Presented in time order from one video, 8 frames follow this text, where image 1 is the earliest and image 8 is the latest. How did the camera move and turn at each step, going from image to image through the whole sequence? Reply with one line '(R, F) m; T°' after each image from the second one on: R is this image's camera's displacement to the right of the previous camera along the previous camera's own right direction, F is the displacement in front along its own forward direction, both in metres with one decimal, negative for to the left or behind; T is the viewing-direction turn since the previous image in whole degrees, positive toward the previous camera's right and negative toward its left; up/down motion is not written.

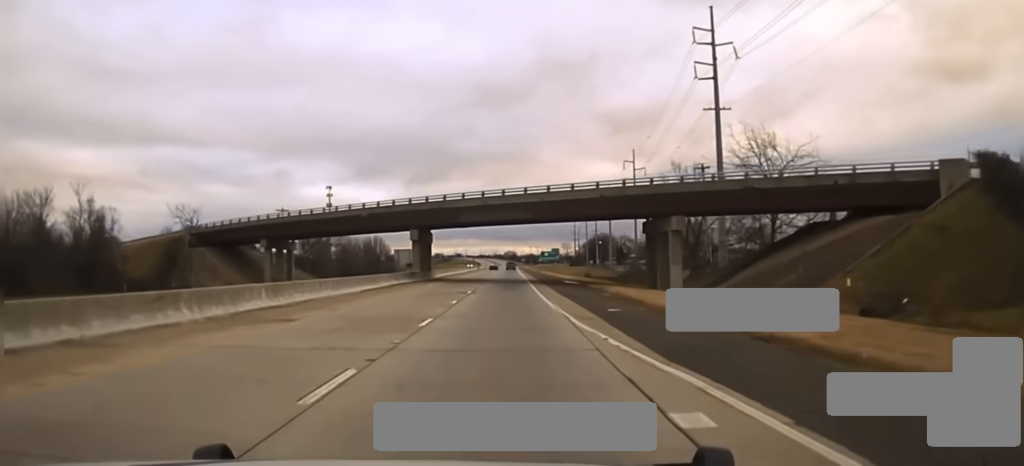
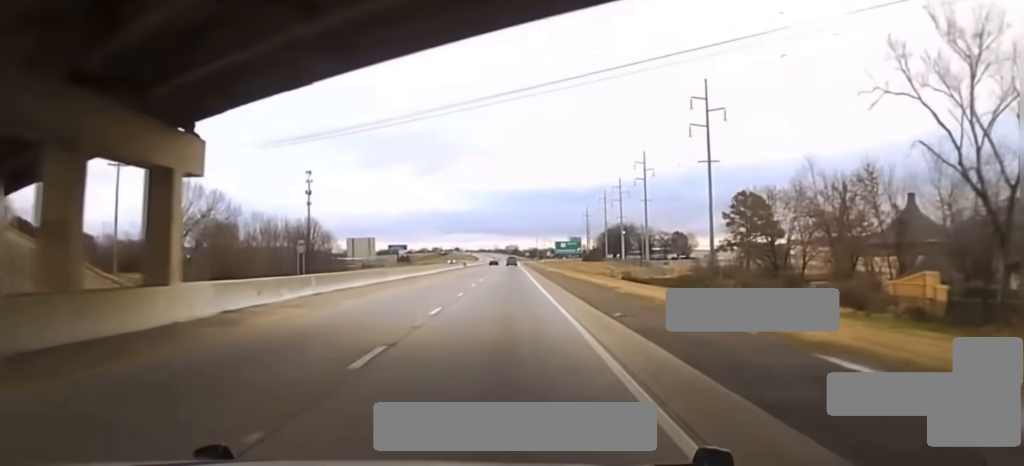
(-0.7, +70.6) m; 0°
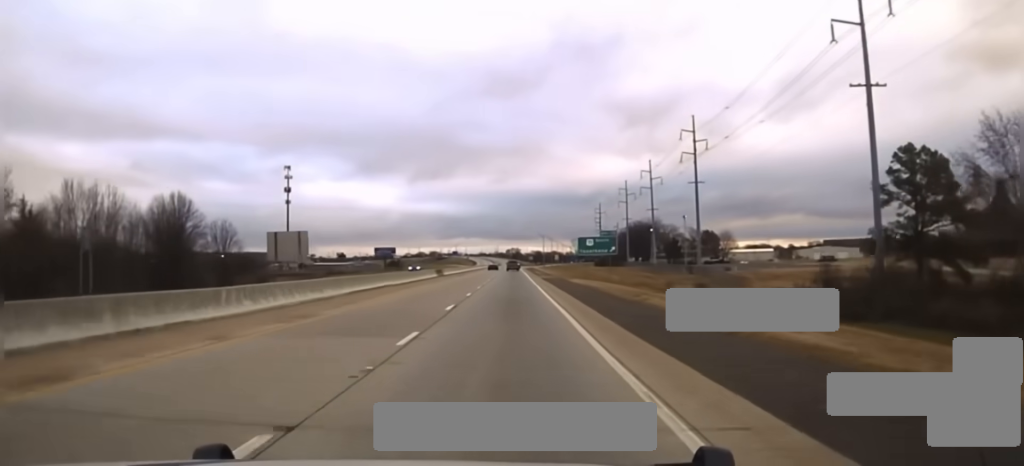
(+0.3, +55.7) m; +1°
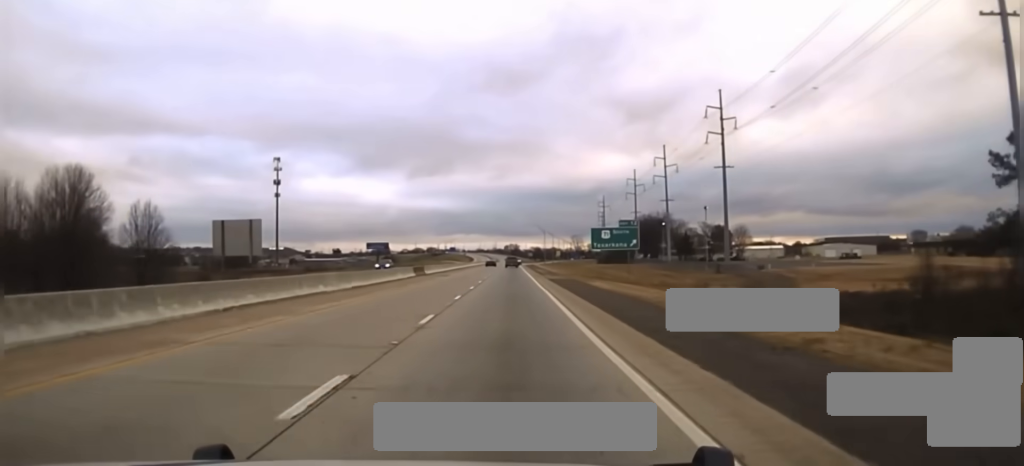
(0.0, +21.1) m; 0°
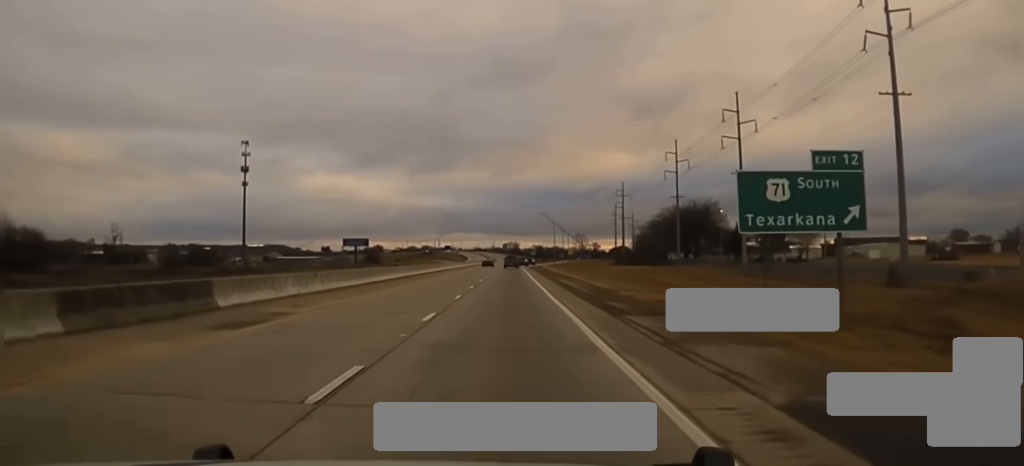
(-0.4, +58.5) m; 0°
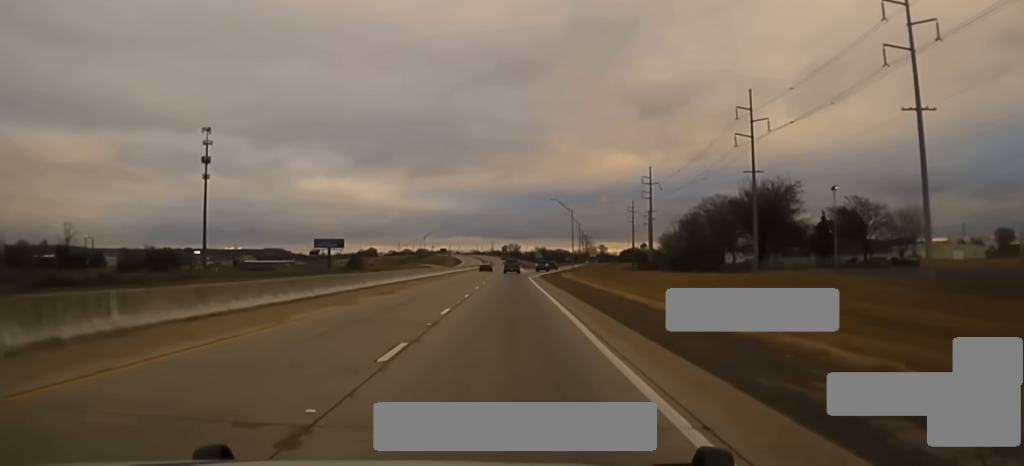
(+0.3, +55.6) m; 0°
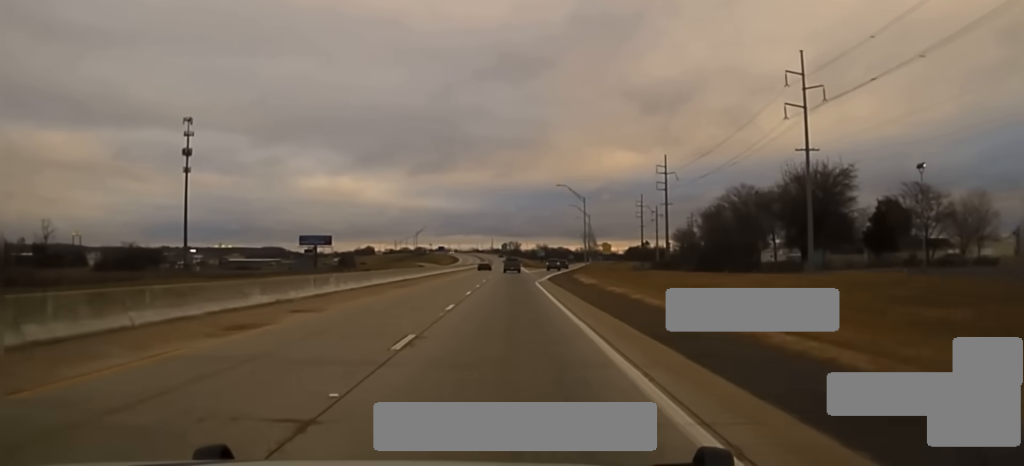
(-0.3, +22.8) m; 0°
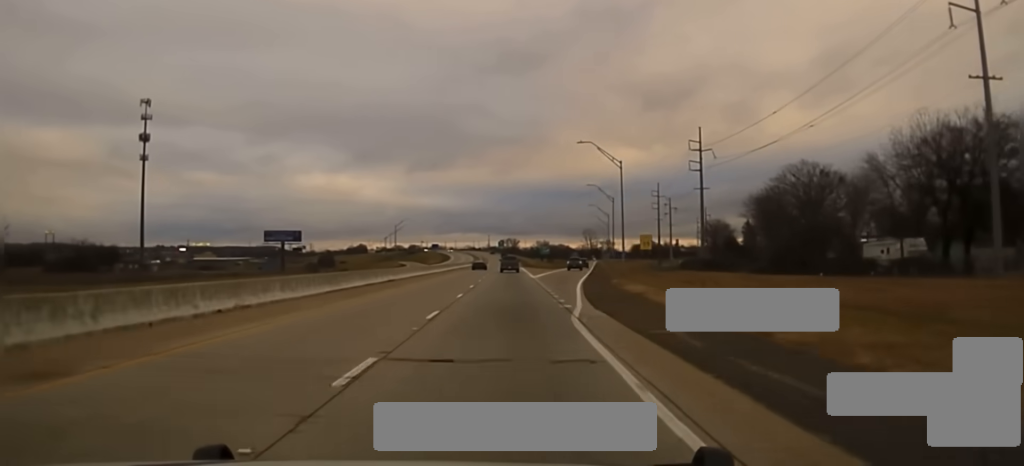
(0.0, +39.2) m; 0°
